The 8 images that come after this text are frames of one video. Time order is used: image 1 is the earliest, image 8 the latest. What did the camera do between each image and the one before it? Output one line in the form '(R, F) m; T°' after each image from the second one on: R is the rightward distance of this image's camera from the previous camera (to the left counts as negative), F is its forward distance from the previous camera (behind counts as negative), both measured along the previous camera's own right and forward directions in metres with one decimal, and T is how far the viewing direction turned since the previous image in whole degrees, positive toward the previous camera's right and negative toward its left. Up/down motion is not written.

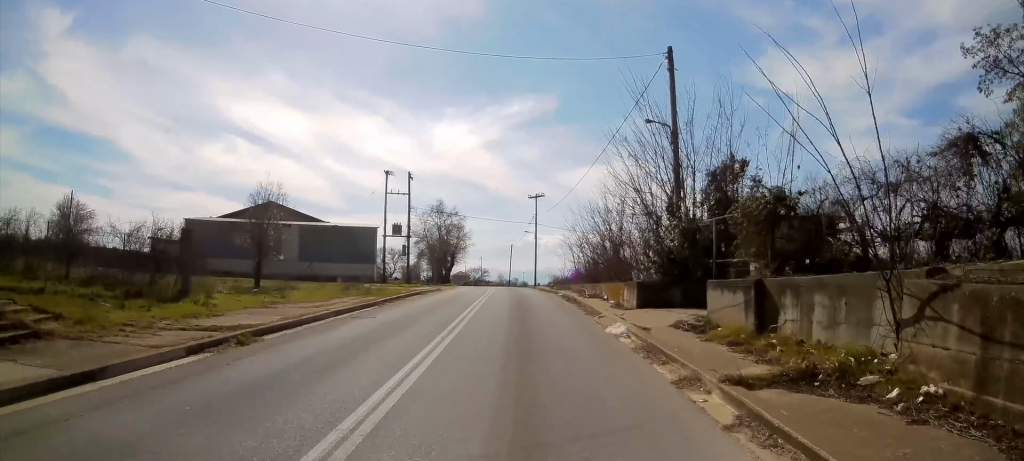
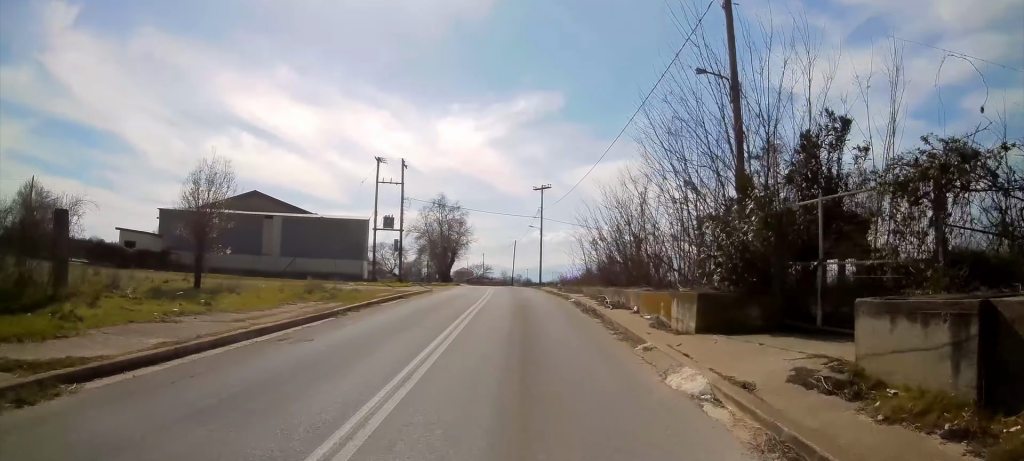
(-0.1, +5.5) m; 0°
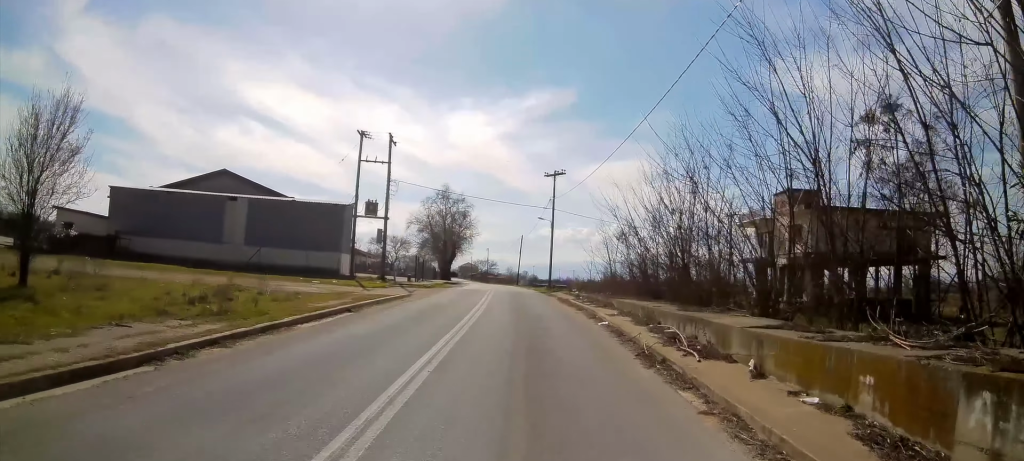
(+0.1, +9.5) m; 0°
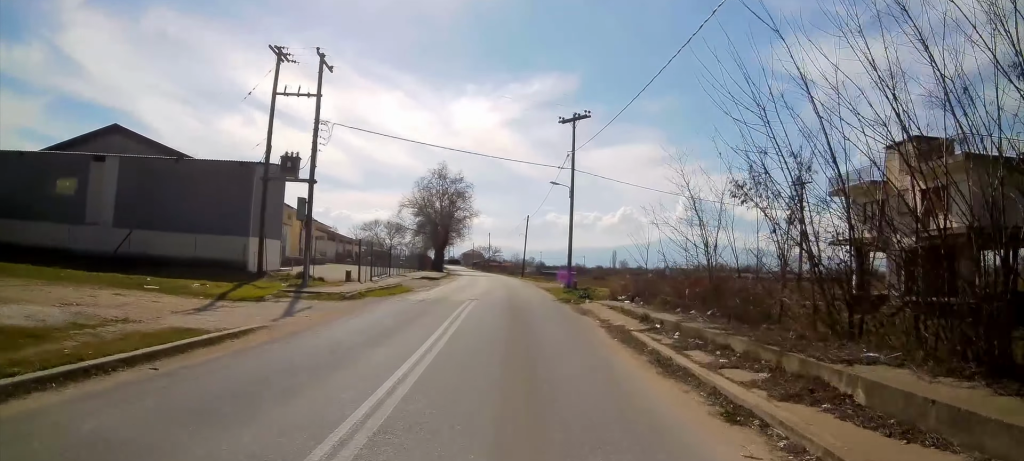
(-0.4, +15.6) m; -2°
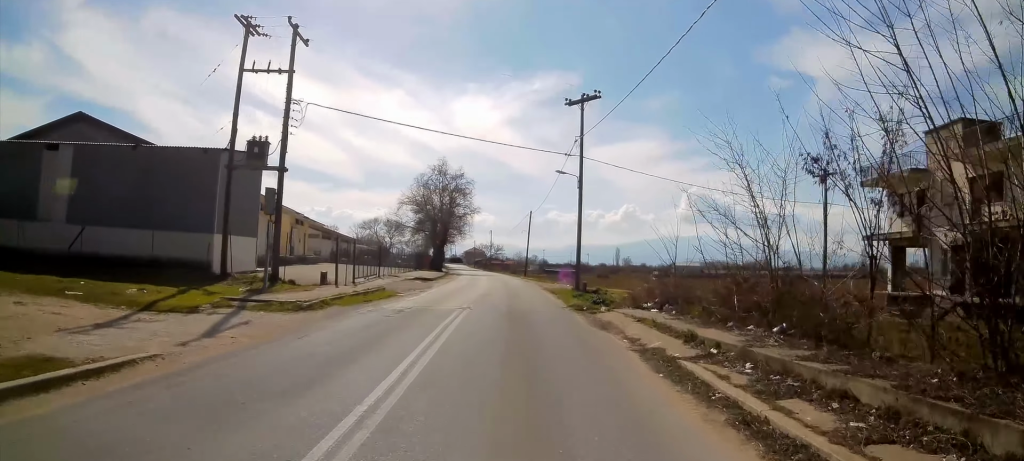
(0.0, +3.4) m; +1°
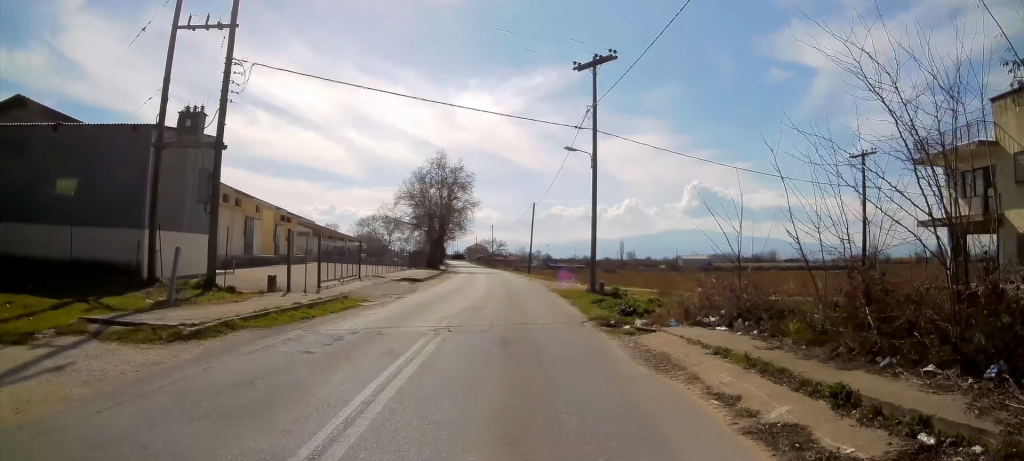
(0.0, +4.9) m; 0°
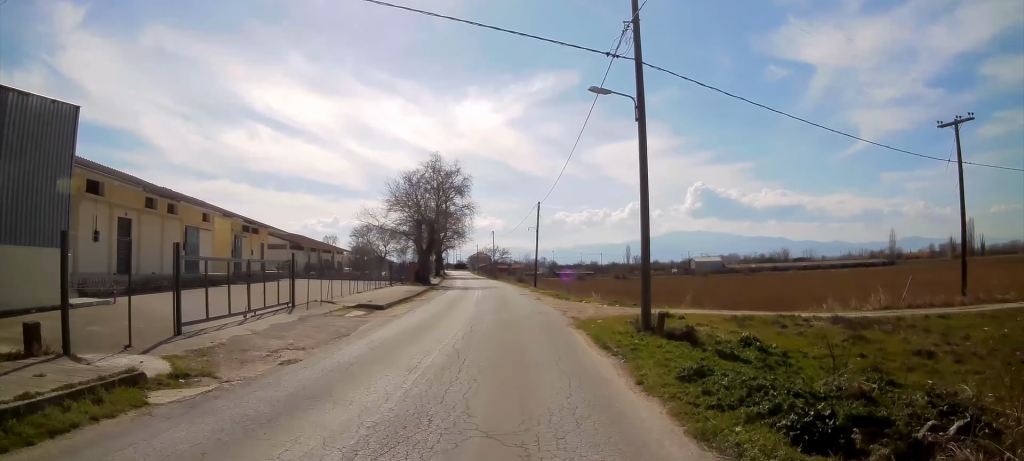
(-0.1, +10.2) m; -1°
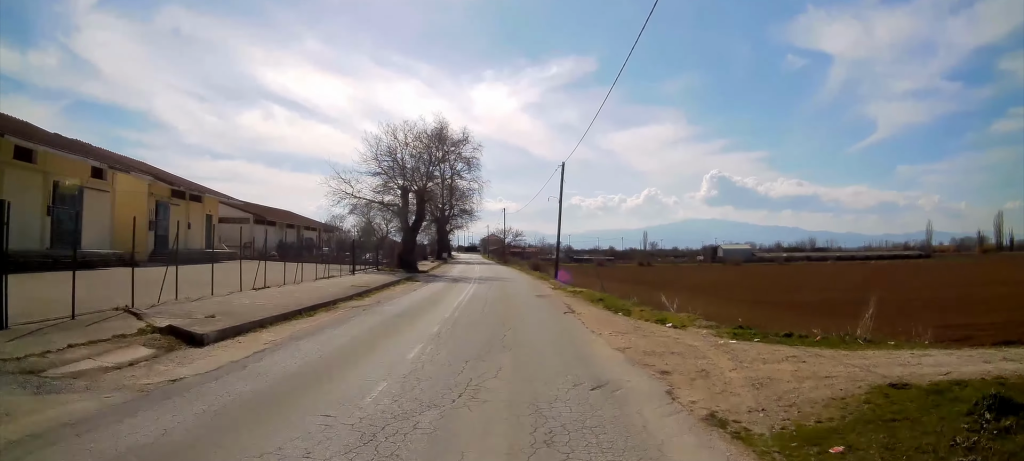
(-0.3, +14.9) m; -3°
